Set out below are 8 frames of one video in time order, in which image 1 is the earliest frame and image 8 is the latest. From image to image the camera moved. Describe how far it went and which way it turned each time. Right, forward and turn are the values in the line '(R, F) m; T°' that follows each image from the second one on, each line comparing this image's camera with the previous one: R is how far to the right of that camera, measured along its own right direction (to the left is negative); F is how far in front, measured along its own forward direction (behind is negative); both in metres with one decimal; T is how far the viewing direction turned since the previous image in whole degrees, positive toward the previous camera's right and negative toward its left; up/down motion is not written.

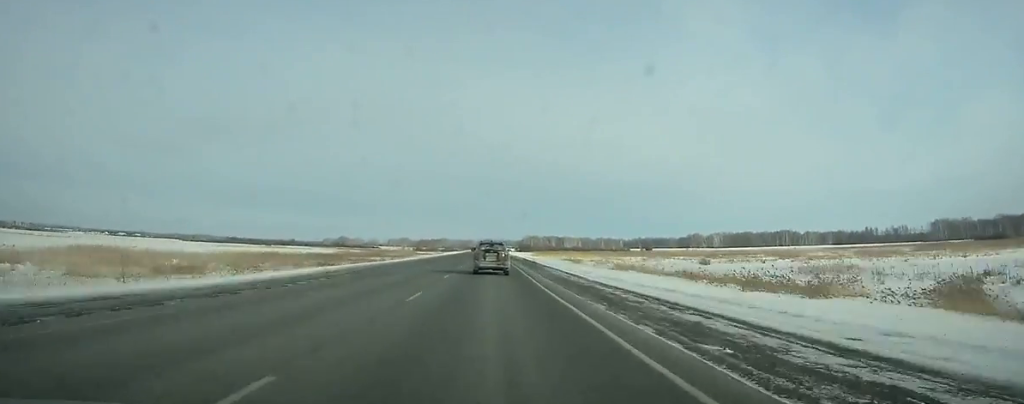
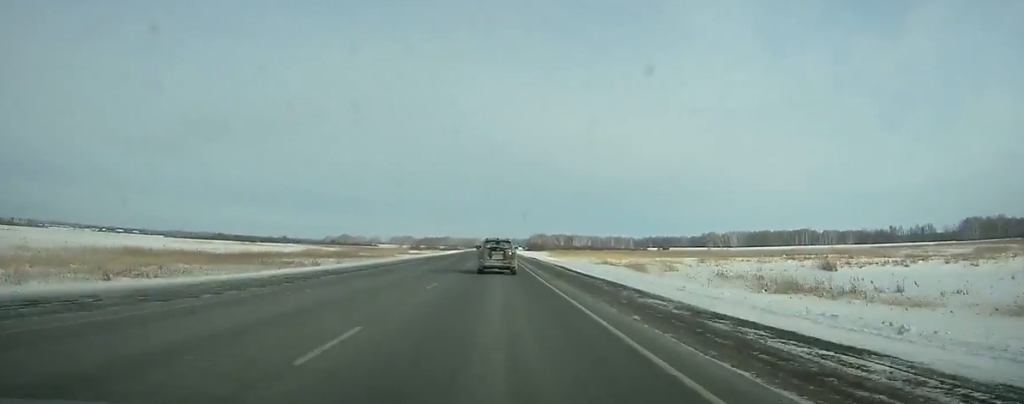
(-0.1, +44.1) m; 0°
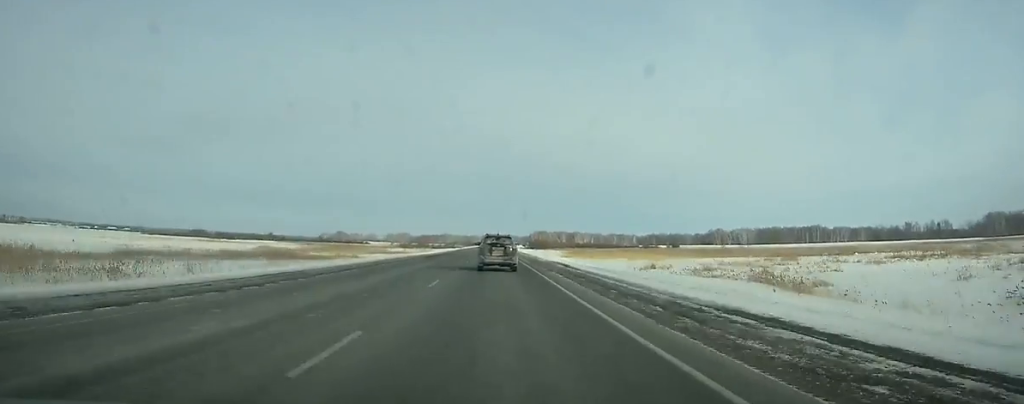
(-0.1, +36.1) m; 0°
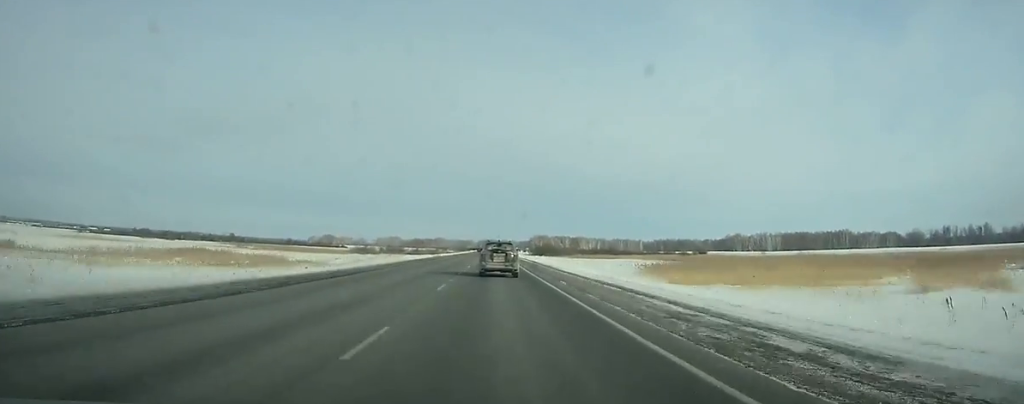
(+0.1, +83.4) m; 0°
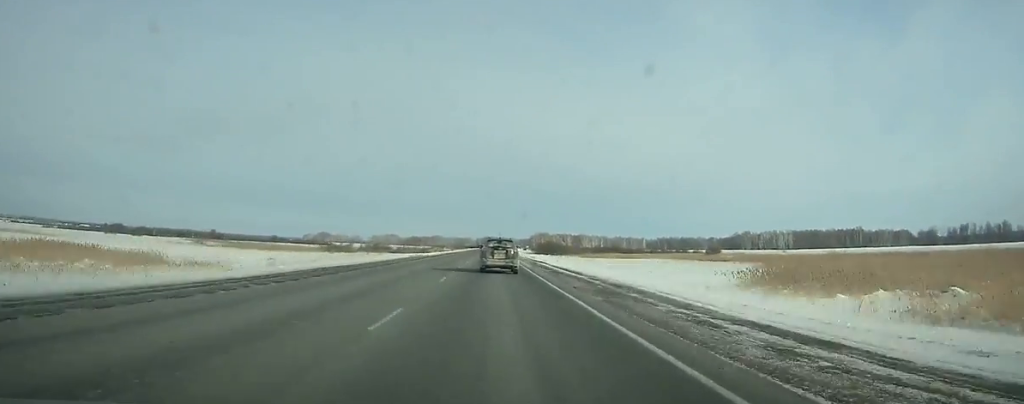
(+0.1, +34.7) m; 0°
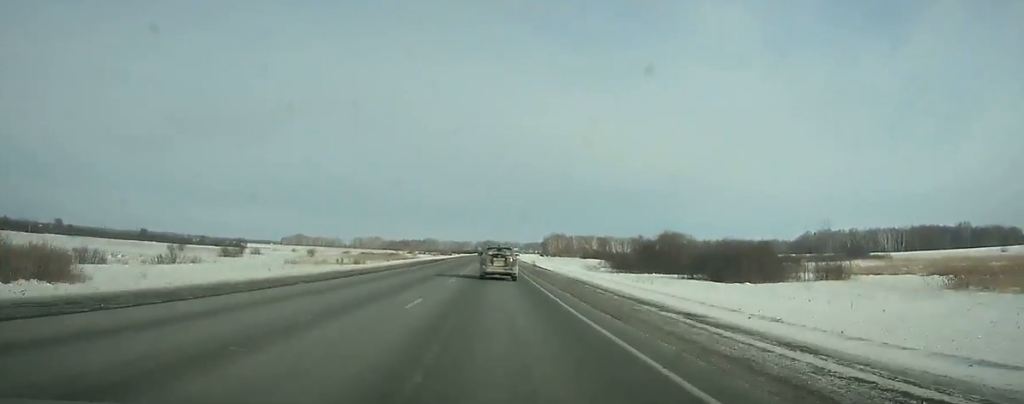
(0.0, +186.3) m; 0°
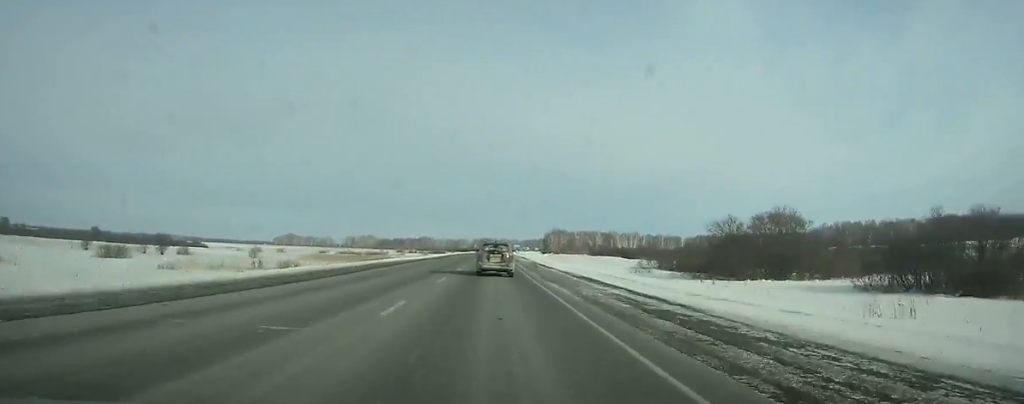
(0.0, +38.5) m; 0°
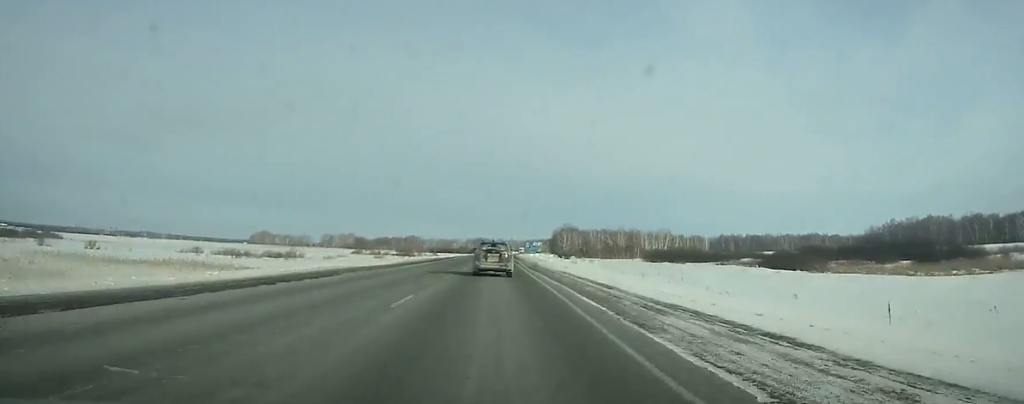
(+0.5, +116.6) m; +1°
